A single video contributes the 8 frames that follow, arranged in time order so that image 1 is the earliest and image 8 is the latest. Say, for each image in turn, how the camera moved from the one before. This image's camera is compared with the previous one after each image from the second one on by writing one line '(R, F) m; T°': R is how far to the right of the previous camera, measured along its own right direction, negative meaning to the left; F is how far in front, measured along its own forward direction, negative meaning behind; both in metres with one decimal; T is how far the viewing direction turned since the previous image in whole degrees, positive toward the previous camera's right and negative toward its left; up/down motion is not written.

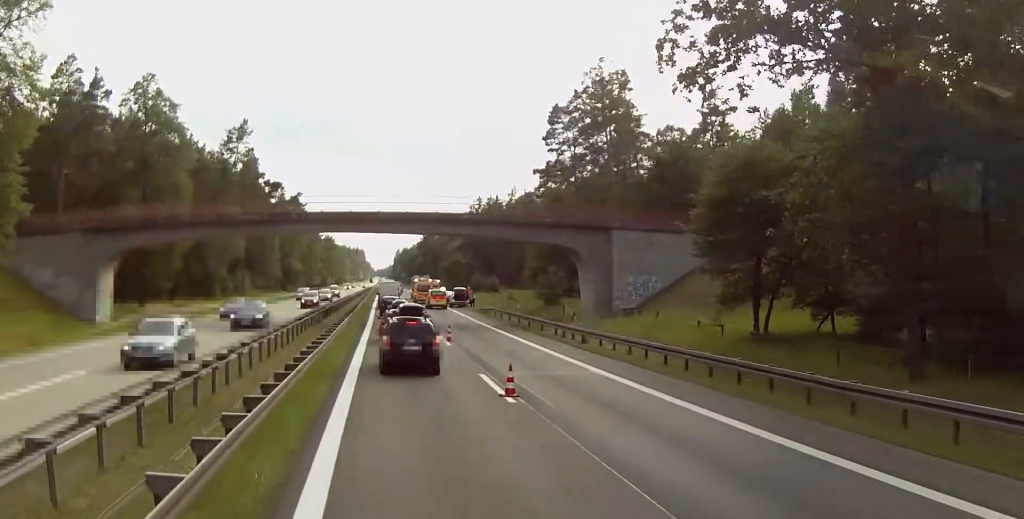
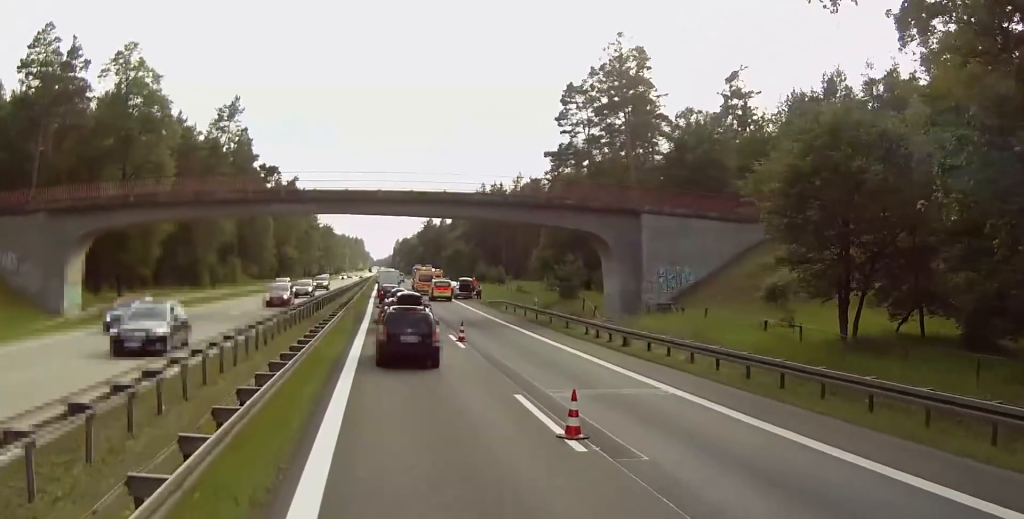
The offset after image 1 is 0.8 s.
(-0.1, +6.7) m; -2°
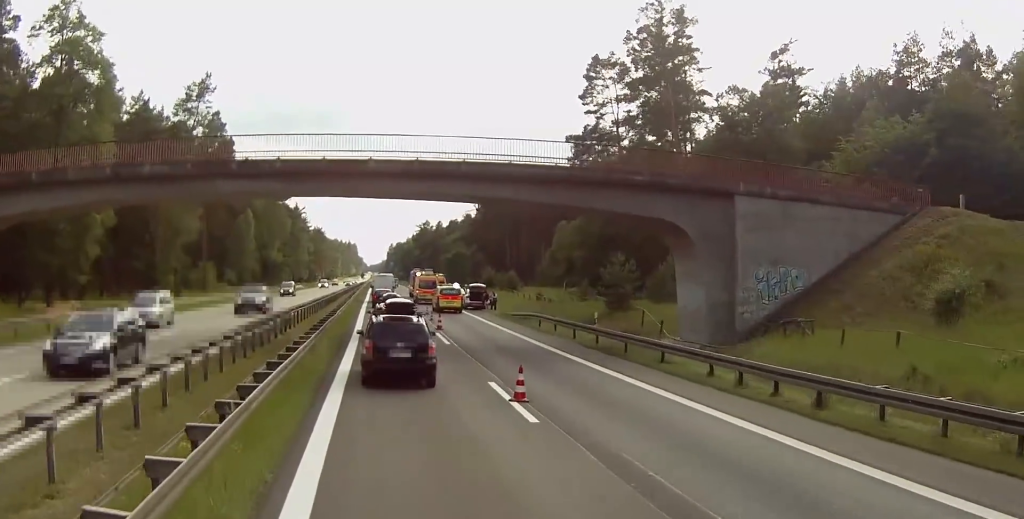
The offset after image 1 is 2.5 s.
(-0.2, +14.3) m; +1°
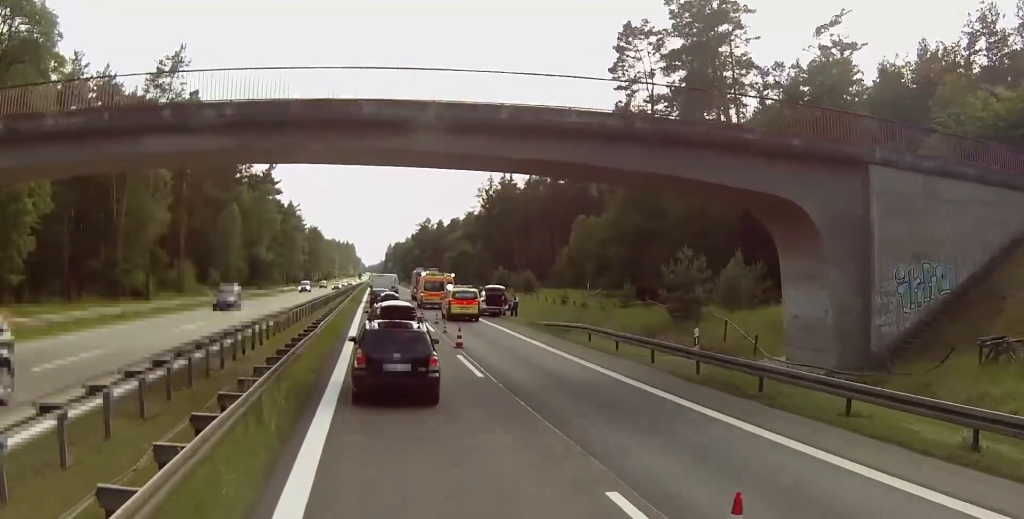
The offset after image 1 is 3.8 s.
(+0.4, +10.5) m; +1°
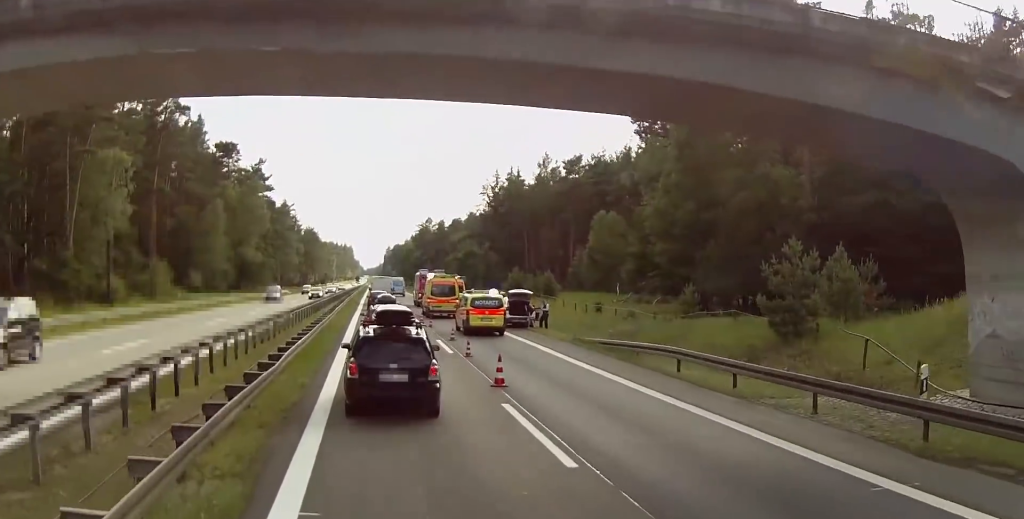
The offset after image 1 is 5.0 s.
(-0.2, +9.8) m; -2°
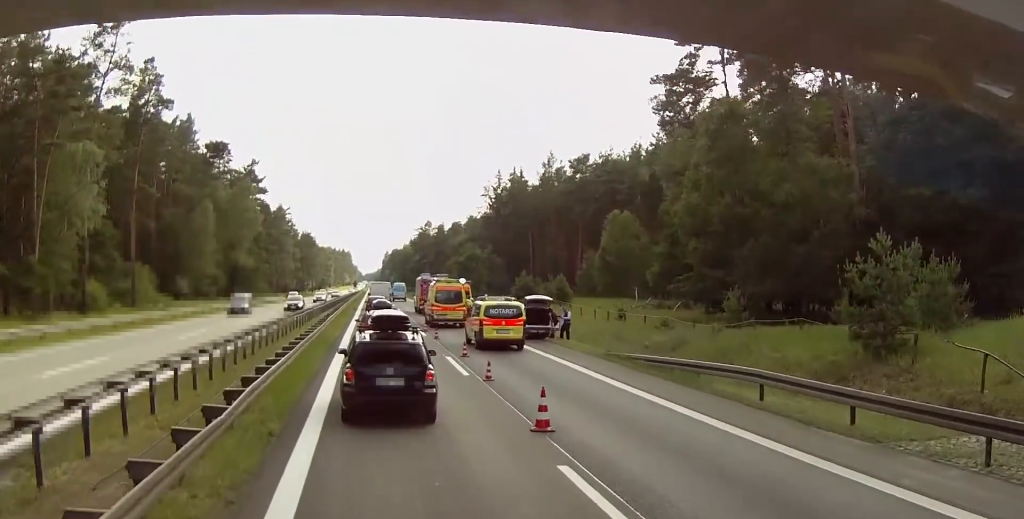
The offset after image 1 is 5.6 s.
(0.0, +5.2) m; 0°
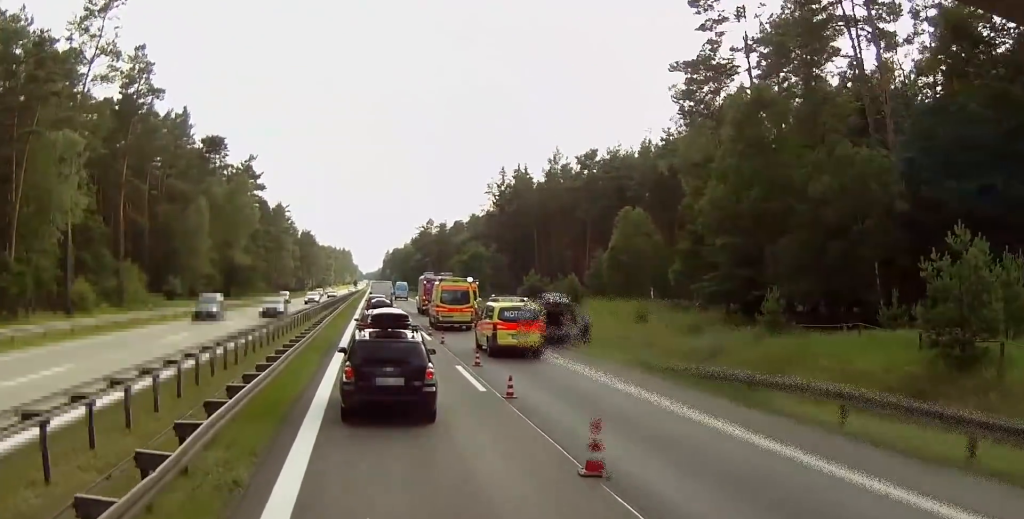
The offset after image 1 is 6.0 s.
(0.0, +3.3) m; +1°
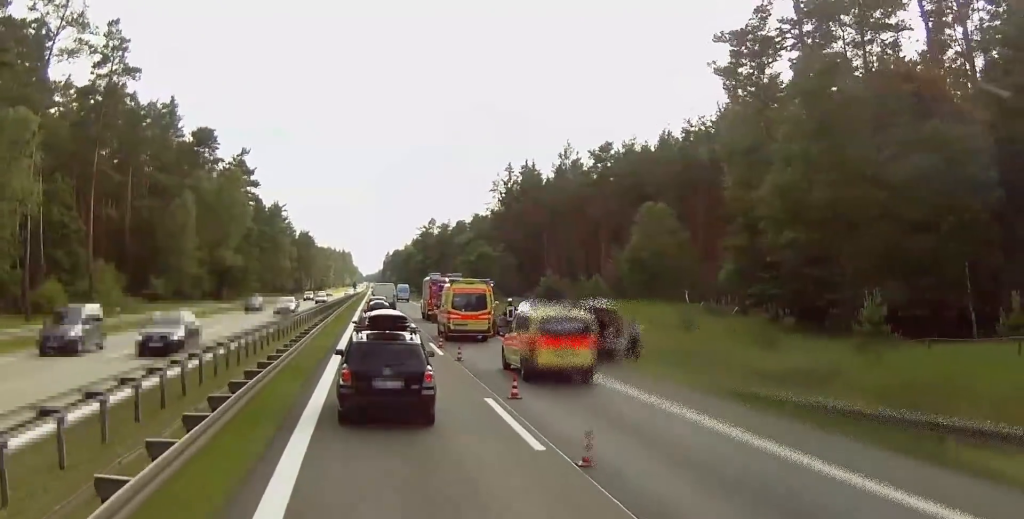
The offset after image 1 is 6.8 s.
(+0.1, +6.5) m; 0°
